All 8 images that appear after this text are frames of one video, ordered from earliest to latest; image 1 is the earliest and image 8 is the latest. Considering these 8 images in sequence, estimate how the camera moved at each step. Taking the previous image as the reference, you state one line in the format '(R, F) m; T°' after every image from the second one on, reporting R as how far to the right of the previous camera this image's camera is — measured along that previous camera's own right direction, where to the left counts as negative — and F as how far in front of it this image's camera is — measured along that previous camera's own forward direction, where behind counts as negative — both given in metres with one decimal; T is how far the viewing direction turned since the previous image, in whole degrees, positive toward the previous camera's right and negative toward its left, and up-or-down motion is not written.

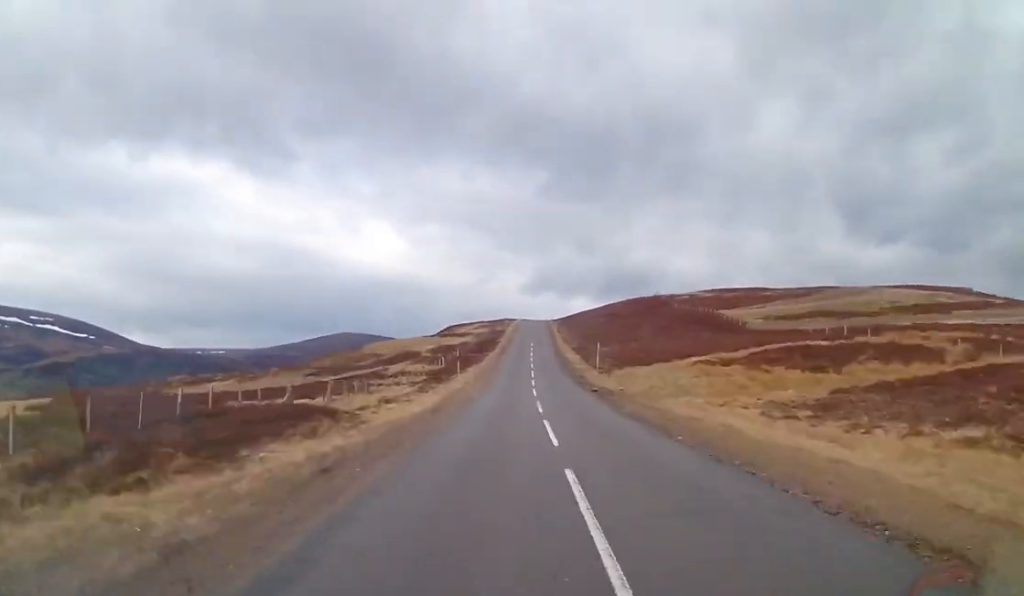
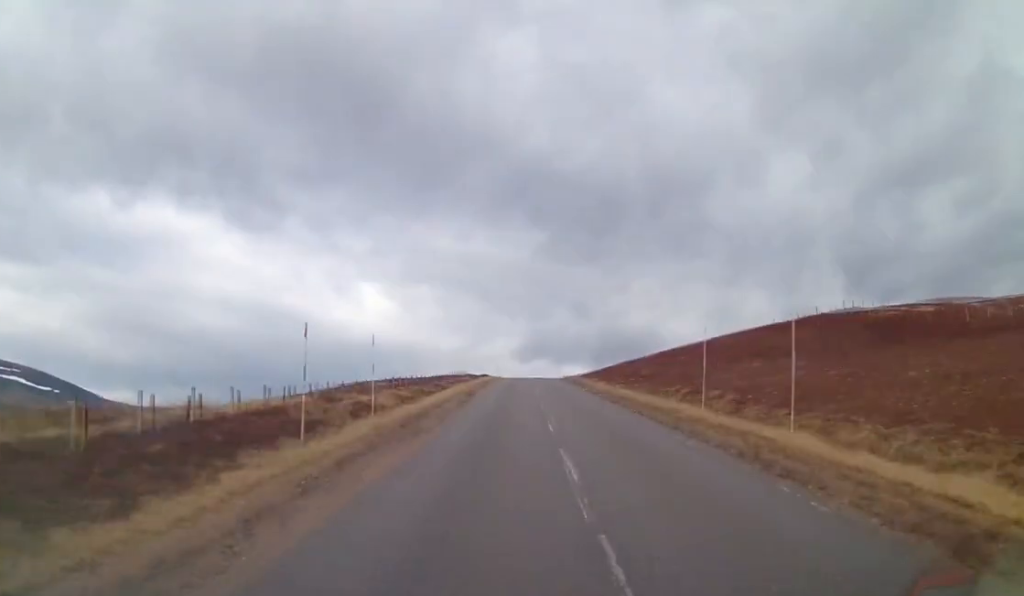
(-0.4, +102.7) m; 0°
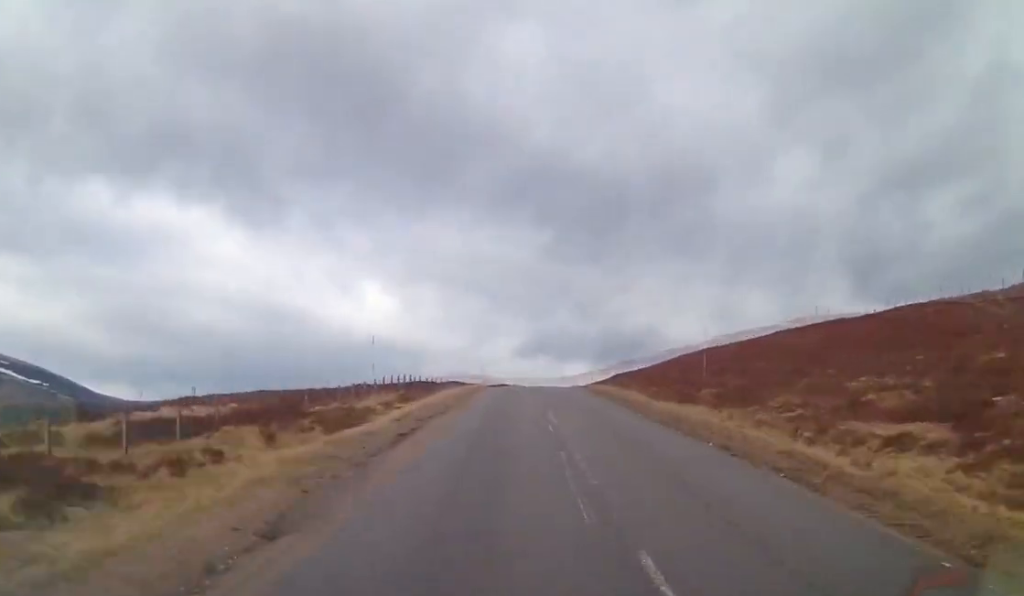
(-0.2, +34.5) m; 0°
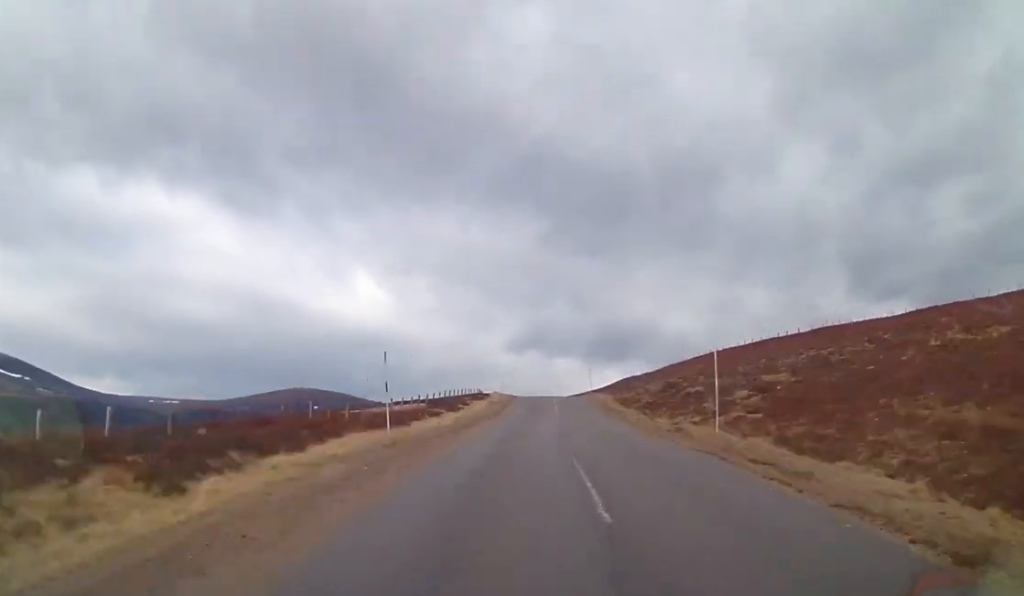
(+0.5, +35.5) m; +1°
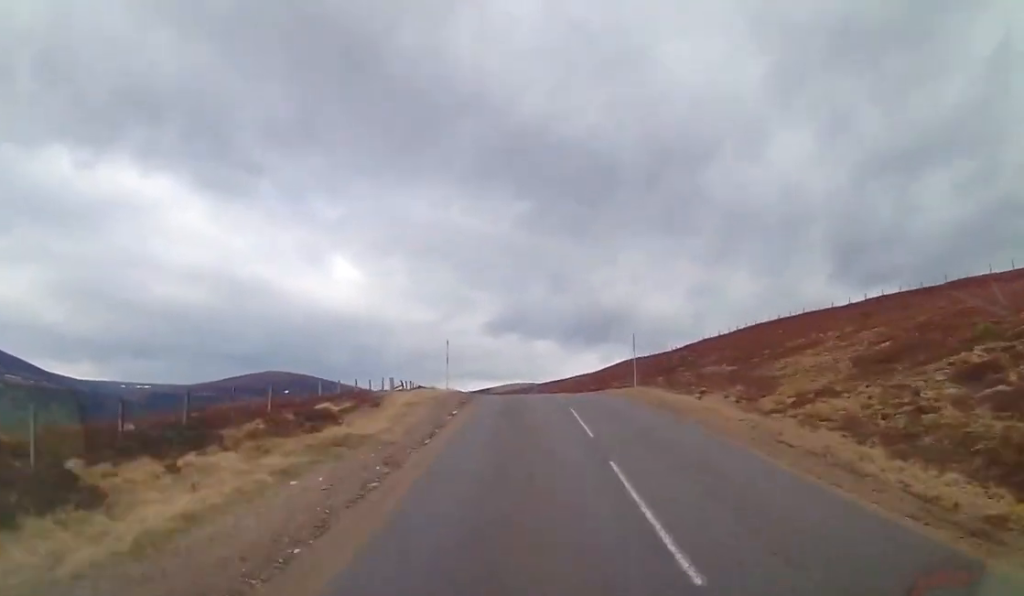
(+0.5, +37.1) m; 0°
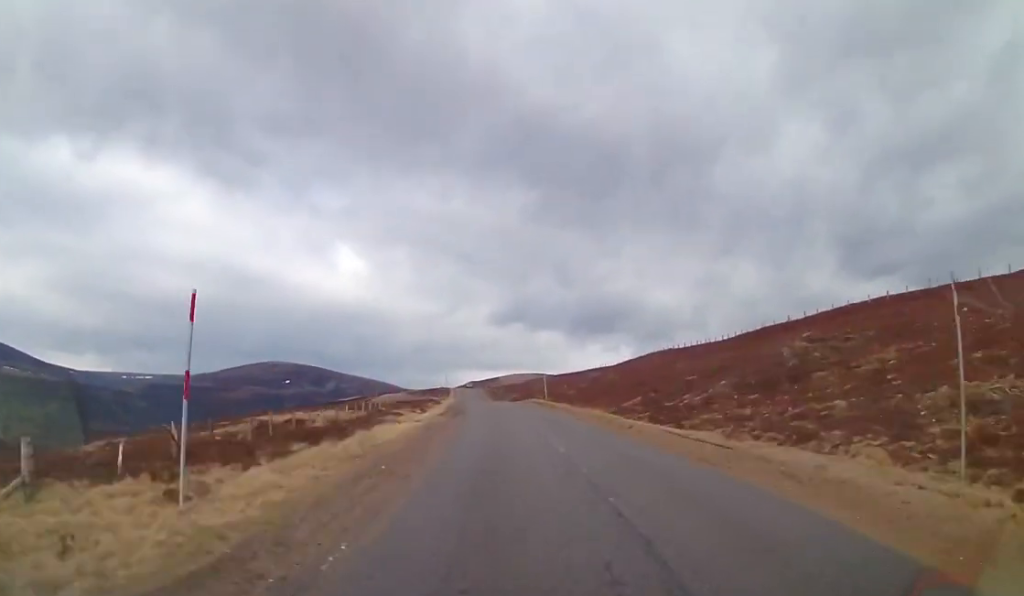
(+0.6, +25.2) m; 0°
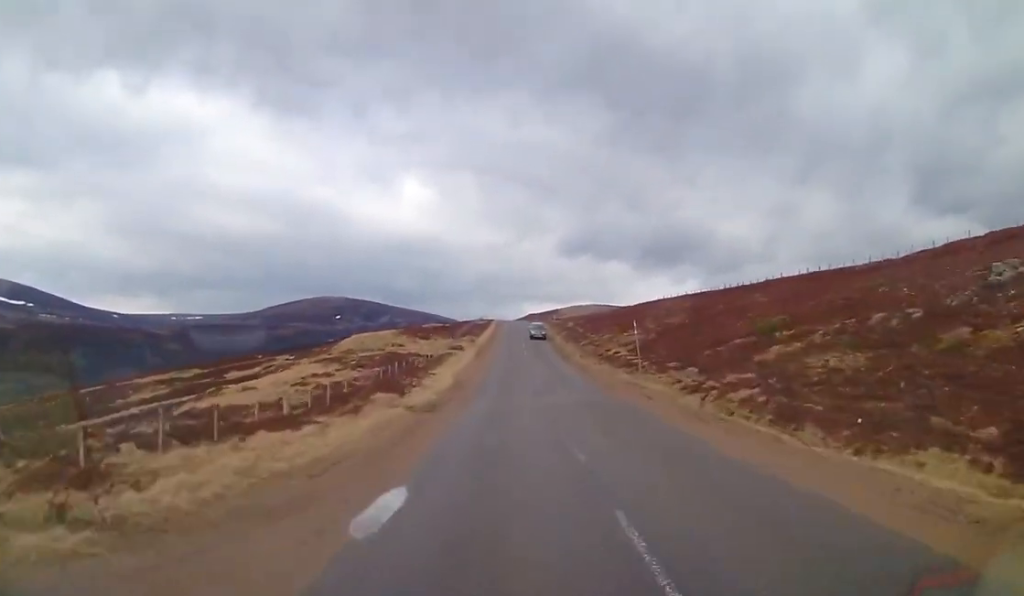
(-3.4, +84.4) m; -3°
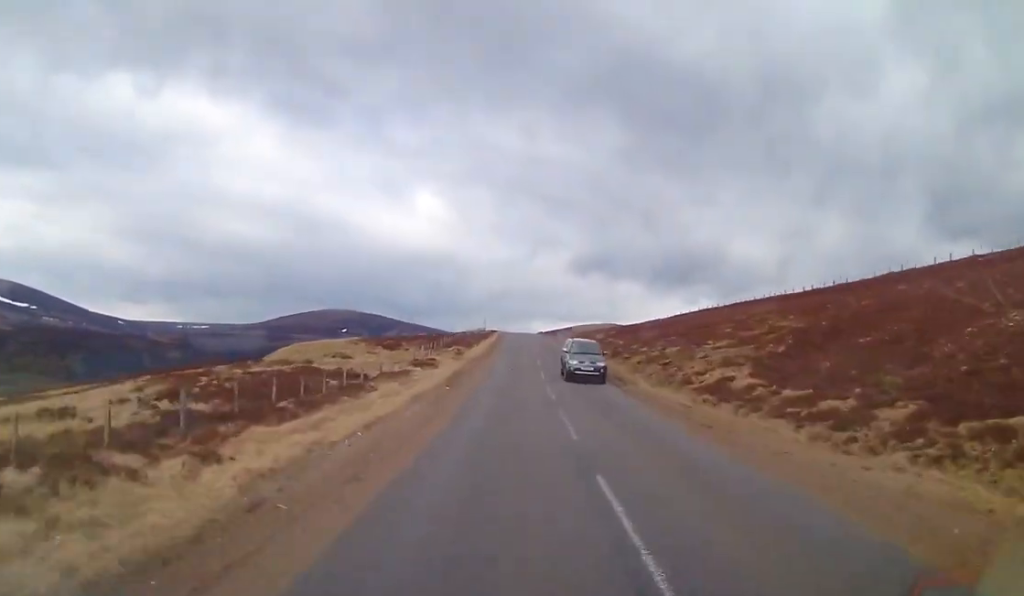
(-0.1, +23.0) m; 0°
